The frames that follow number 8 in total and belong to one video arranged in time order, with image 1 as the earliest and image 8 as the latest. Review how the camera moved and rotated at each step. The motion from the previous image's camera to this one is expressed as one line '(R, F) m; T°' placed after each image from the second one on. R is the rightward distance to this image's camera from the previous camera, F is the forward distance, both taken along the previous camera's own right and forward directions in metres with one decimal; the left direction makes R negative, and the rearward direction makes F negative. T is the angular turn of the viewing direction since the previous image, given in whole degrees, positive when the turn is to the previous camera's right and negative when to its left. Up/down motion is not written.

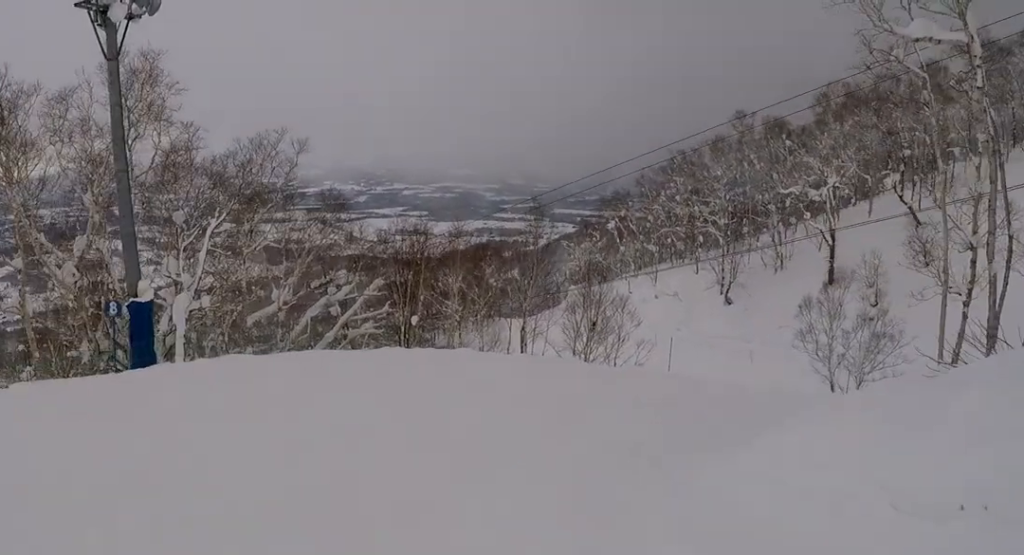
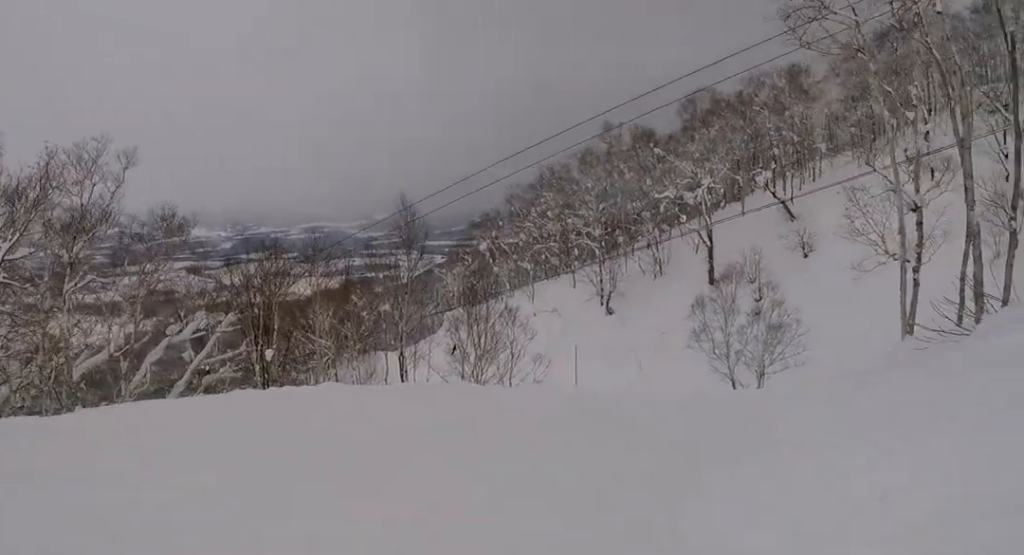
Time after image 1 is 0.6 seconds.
(+0.1, +4.6) m; +11°
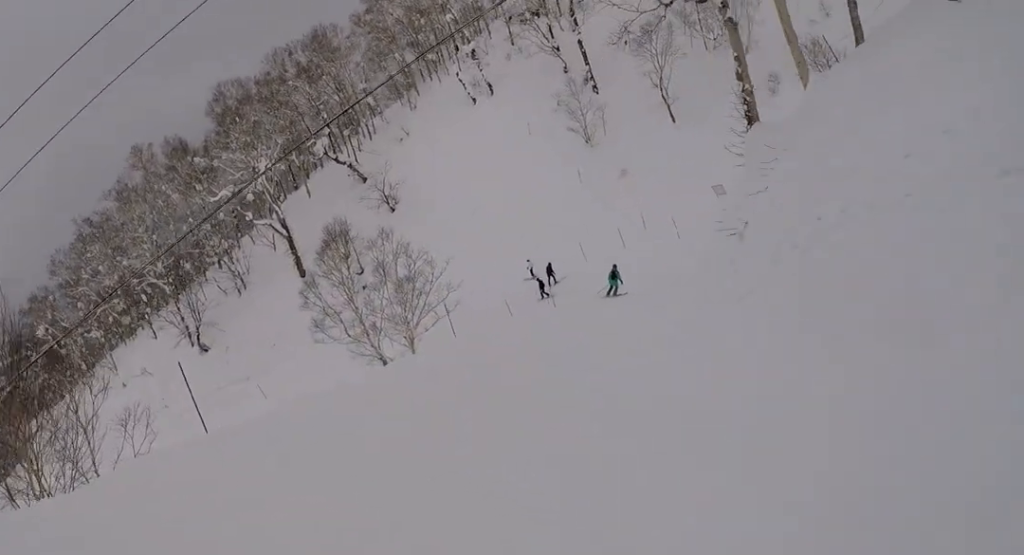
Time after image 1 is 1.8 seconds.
(+2.4, +10.0) m; +36°
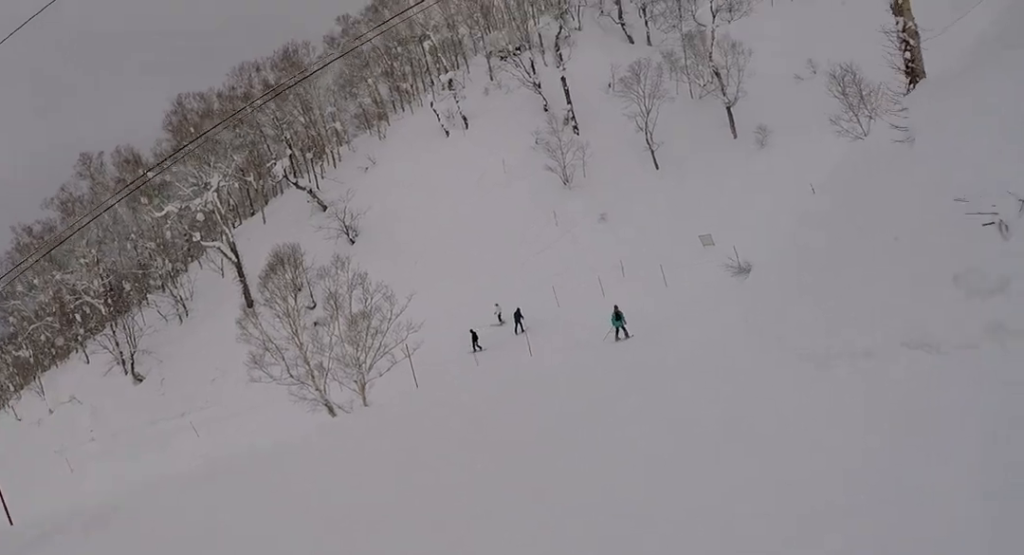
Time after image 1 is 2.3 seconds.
(+1.0, +4.5) m; +8°
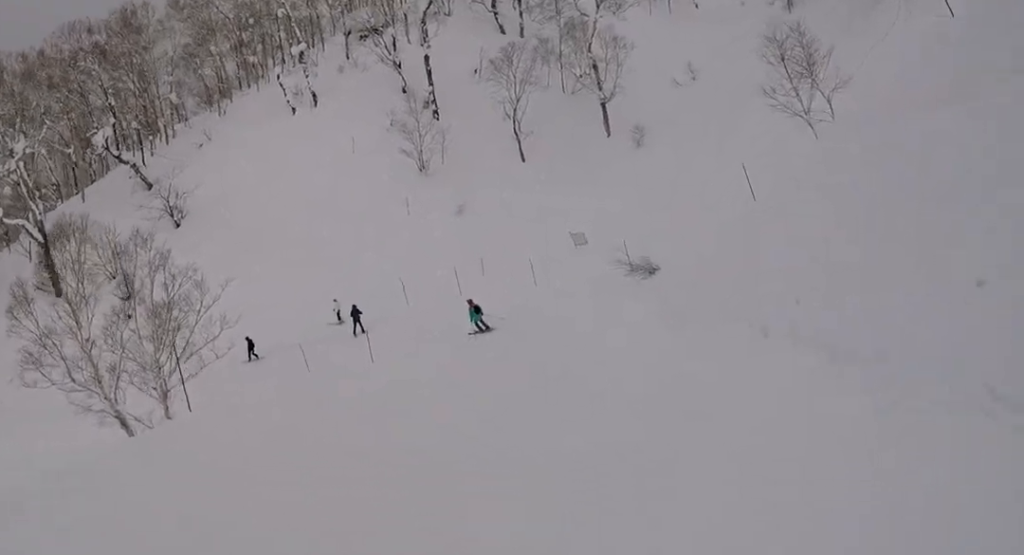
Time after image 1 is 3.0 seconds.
(+1.4, +6.3) m; +4°
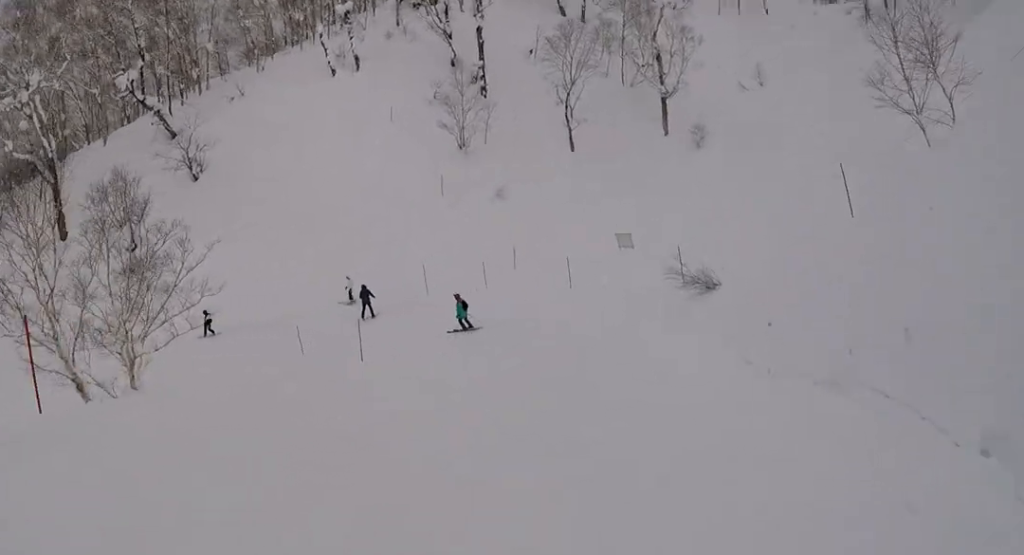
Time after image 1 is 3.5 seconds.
(-0.6, +4.3) m; -5°
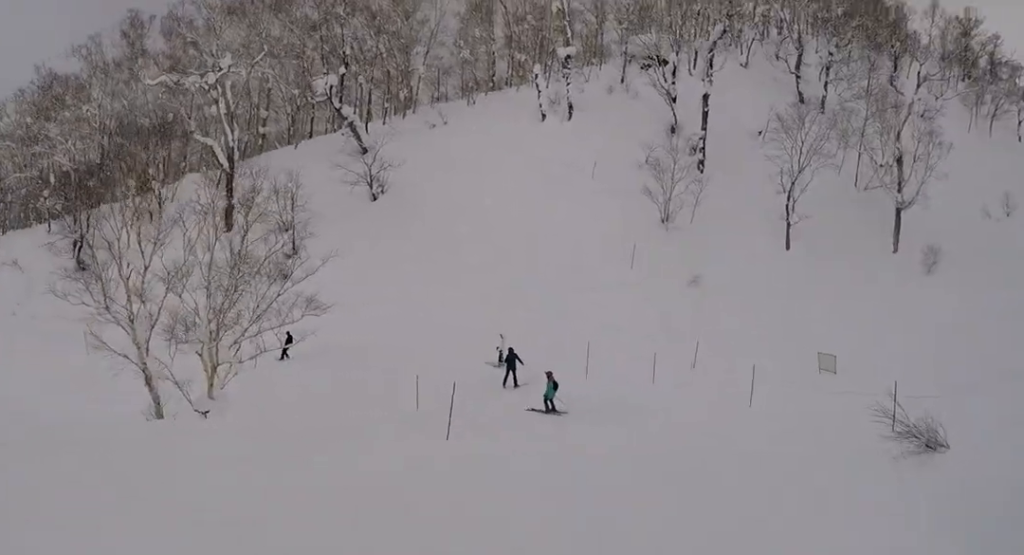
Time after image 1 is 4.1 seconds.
(-0.4, +5.1) m; -5°
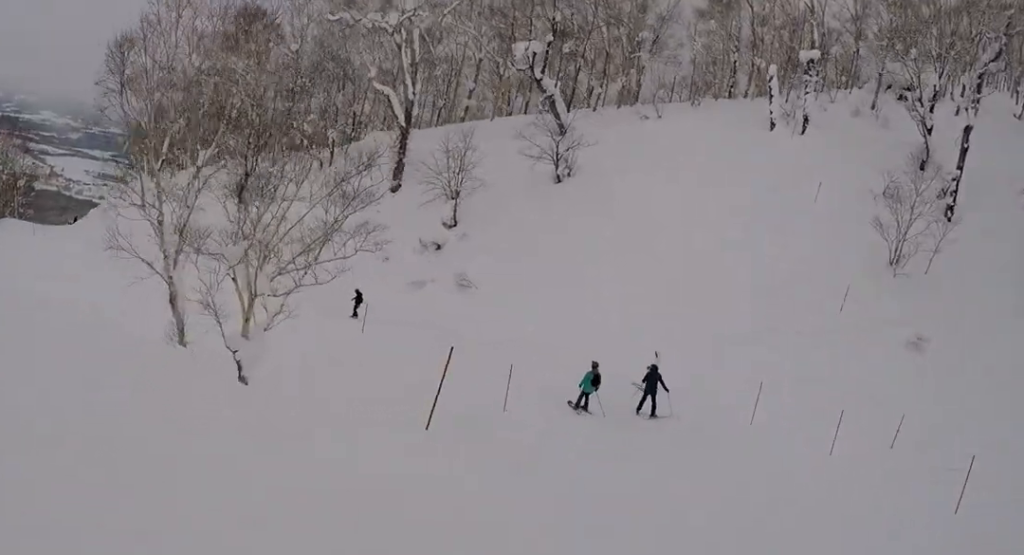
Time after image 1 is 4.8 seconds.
(+0.1, +6.5) m; -7°
